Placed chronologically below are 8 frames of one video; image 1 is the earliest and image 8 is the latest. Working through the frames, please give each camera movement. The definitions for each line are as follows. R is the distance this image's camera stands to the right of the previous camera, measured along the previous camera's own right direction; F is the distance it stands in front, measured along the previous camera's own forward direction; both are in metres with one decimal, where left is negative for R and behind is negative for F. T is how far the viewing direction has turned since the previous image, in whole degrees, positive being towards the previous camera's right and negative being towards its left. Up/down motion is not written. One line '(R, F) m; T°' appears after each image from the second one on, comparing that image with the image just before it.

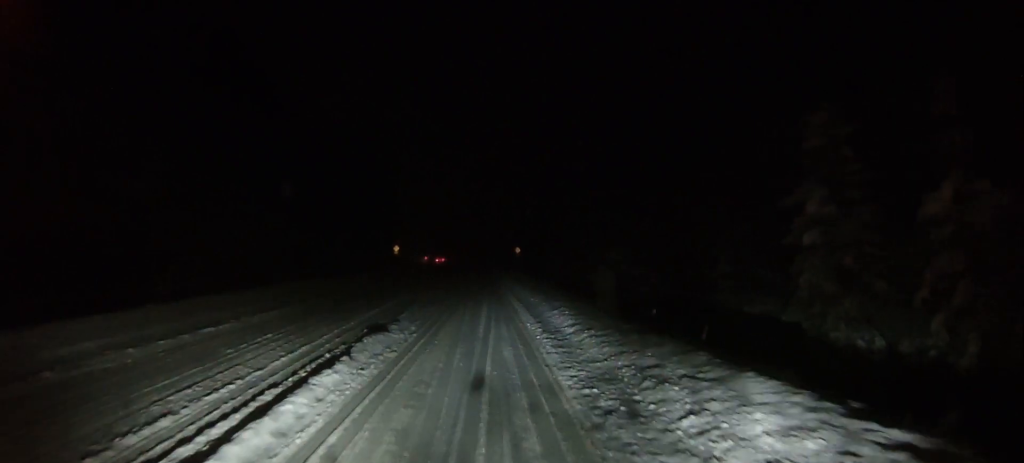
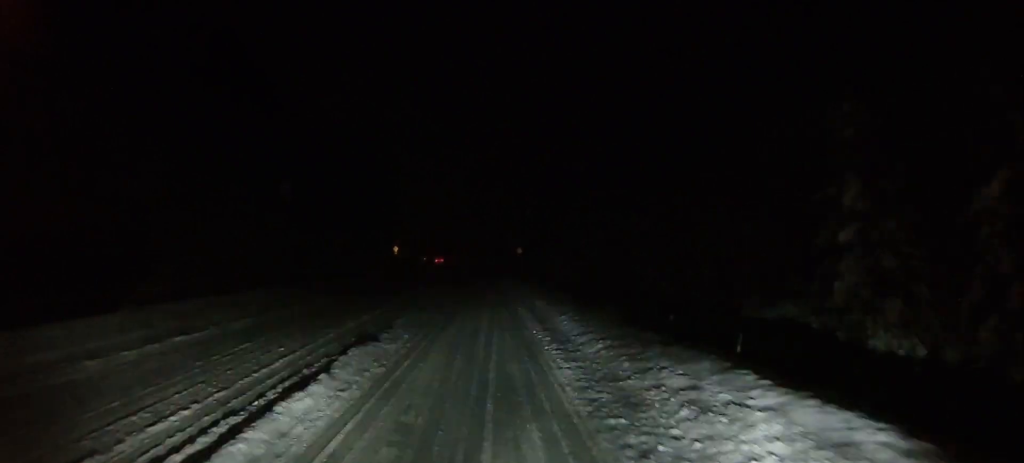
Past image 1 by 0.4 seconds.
(0.0, +2.1) m; +1°
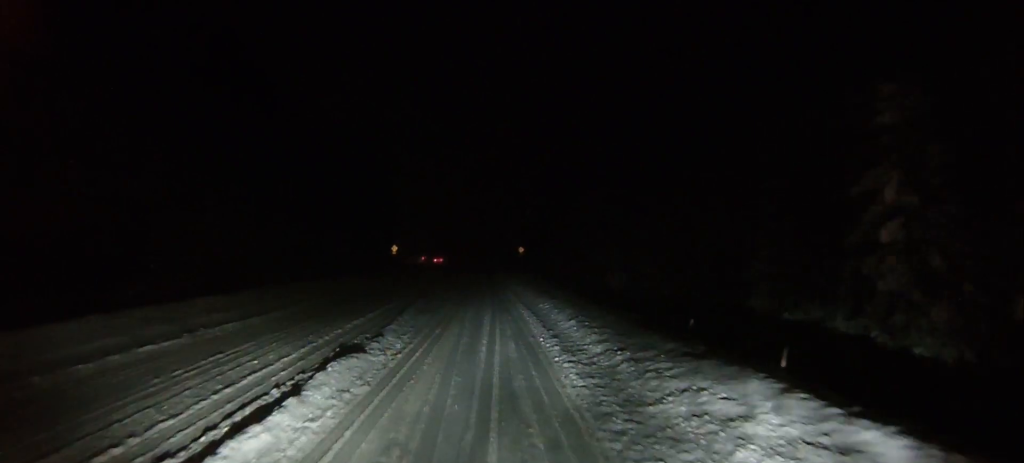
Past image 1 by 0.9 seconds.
(+0.1, +2.1) m; +1°
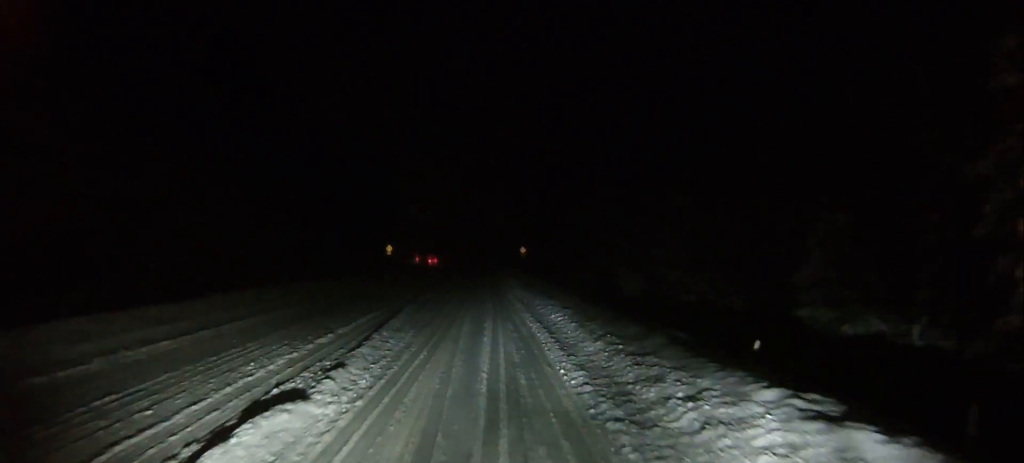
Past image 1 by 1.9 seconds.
(+0.1, +5.0) m; -2°
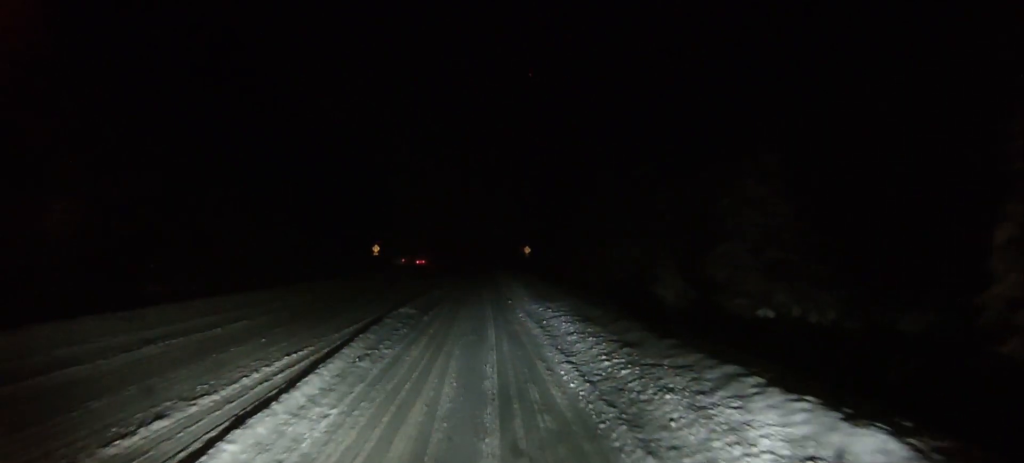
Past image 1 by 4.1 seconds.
(0.0, +10.8) m; -1°
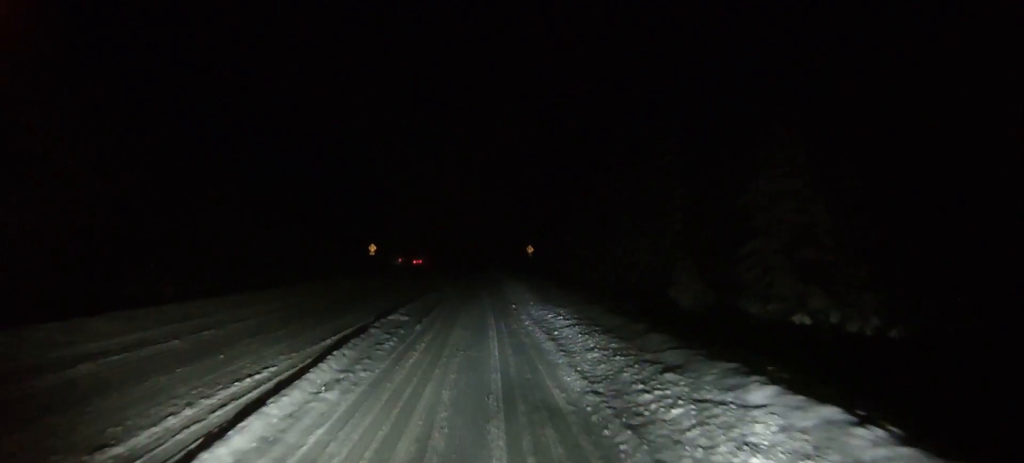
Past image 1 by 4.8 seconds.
(-0.2, +3.3) m; 0°
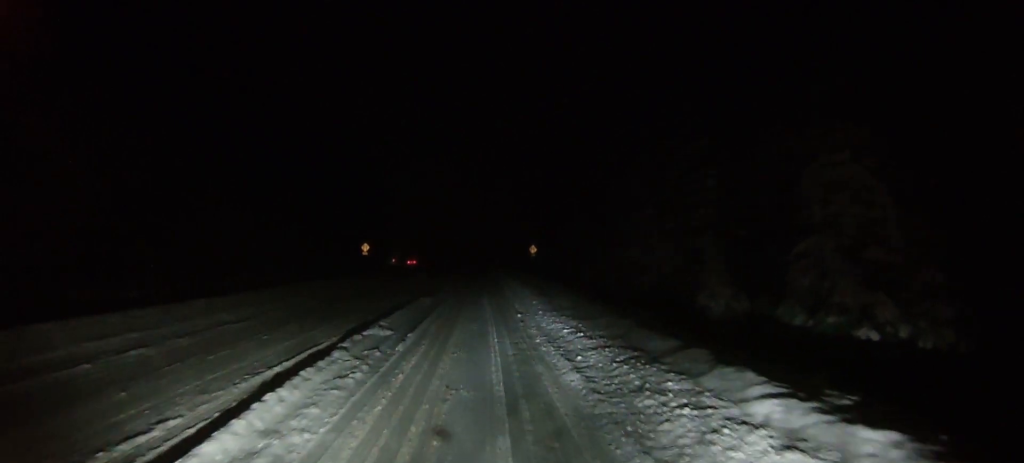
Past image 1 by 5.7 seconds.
(+0.1, +4.8) m; 0°
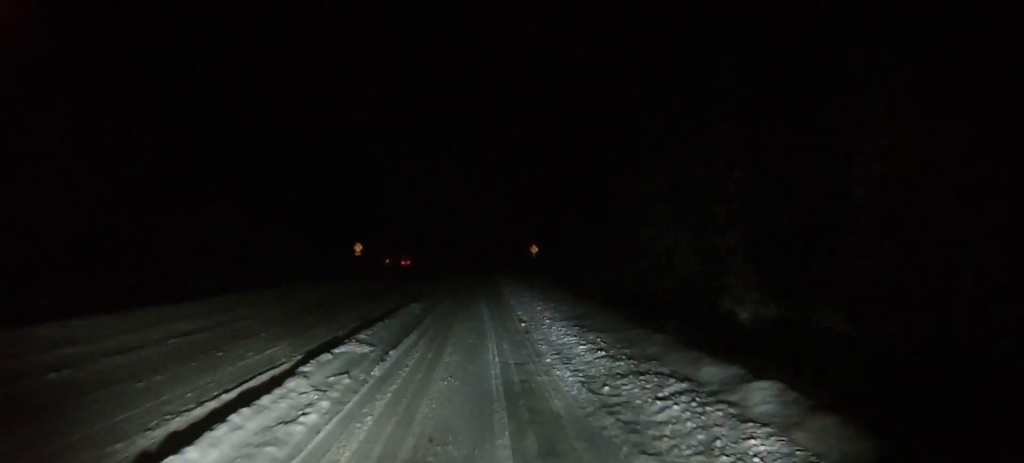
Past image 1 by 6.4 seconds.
(0.0, +3.5) m; 0°
